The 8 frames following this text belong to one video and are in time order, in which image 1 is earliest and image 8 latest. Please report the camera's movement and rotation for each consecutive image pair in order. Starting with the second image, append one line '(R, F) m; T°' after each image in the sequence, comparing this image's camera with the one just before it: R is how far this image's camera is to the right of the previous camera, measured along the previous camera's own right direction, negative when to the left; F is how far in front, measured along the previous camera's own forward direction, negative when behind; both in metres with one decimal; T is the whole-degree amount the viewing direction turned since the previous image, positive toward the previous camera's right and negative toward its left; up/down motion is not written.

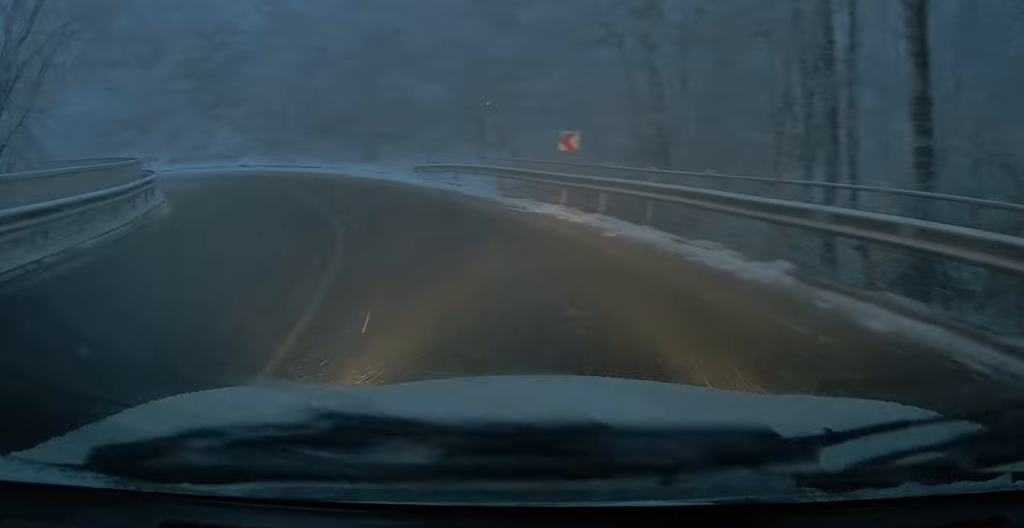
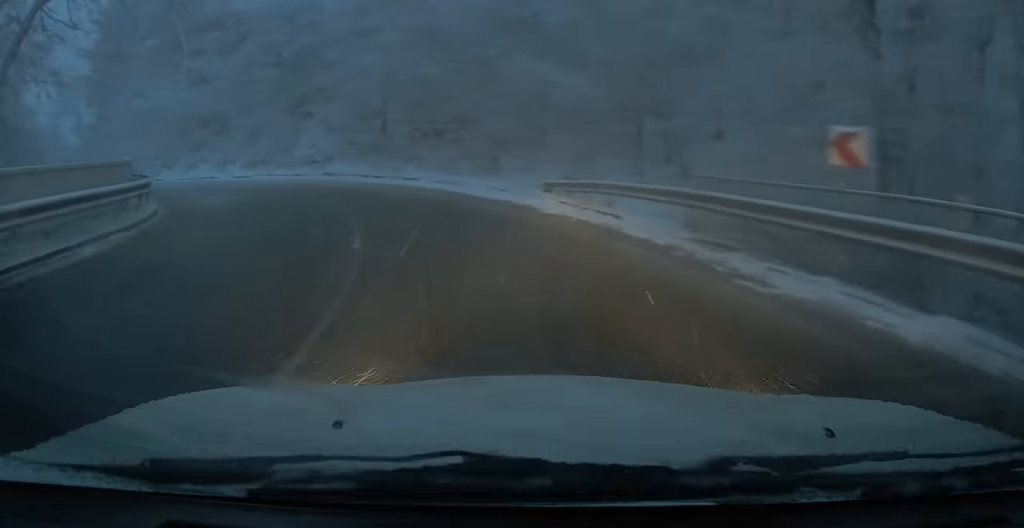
(-0.9, +7.5) m; -8°
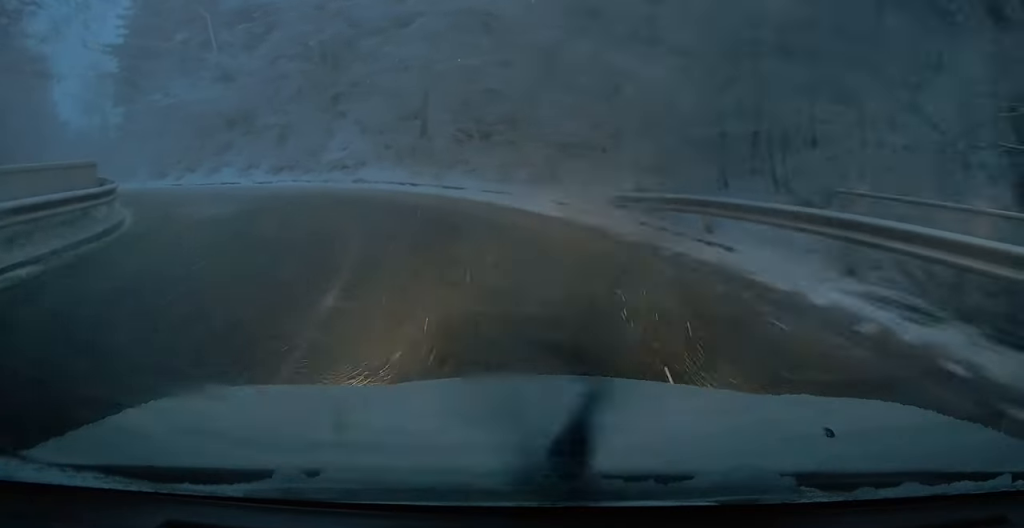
(0.0, +3.7) m; -3°
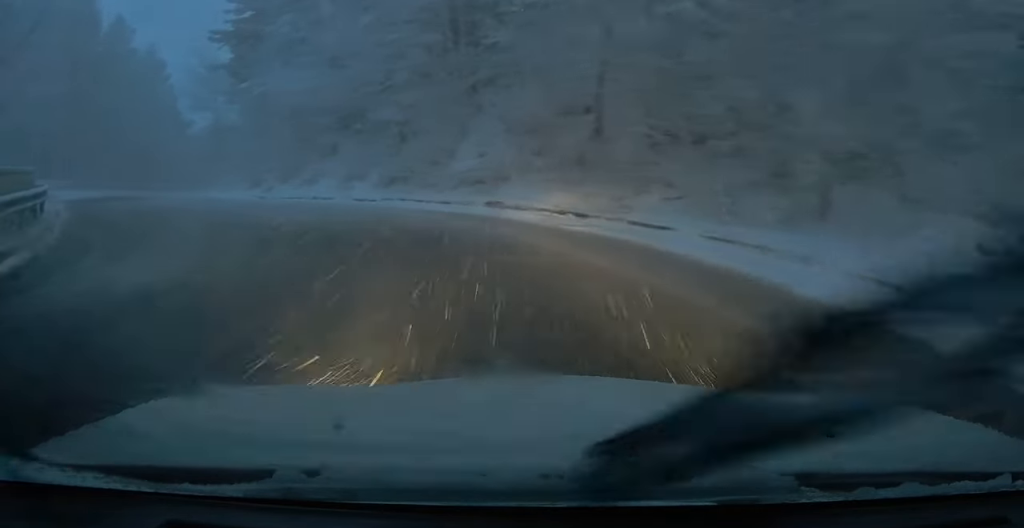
(-0.6, +8.7) m; -8°
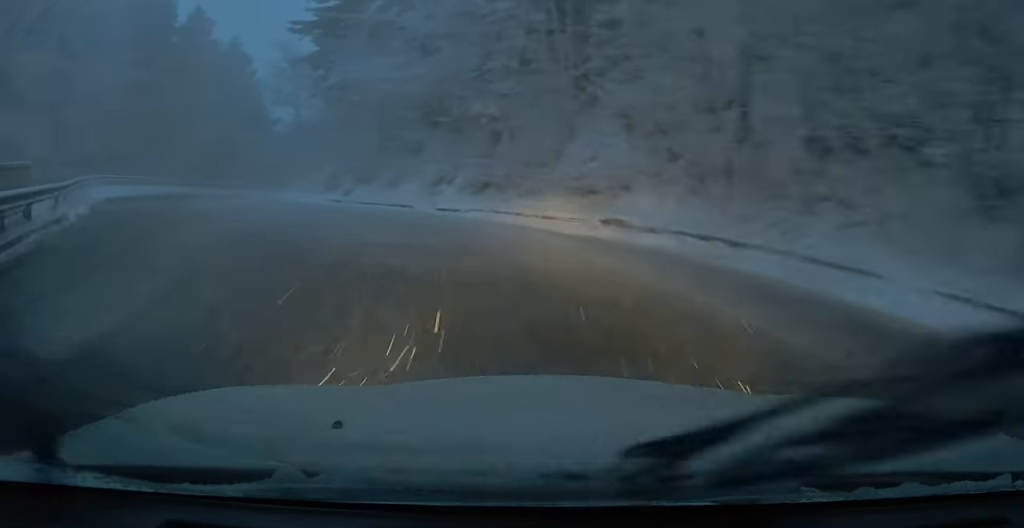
(-0.1, +3.5) m; -3°
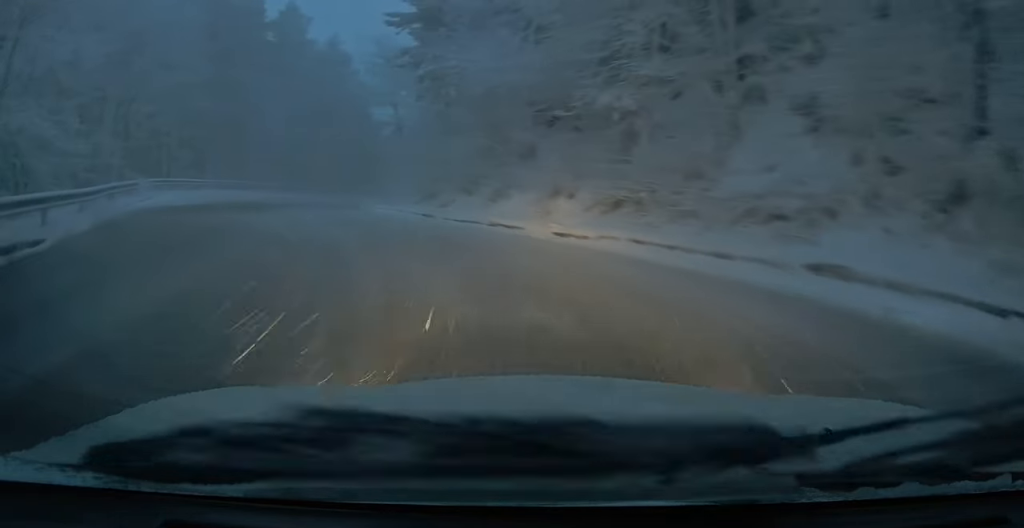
(-0.1, +4.3) m; -4°
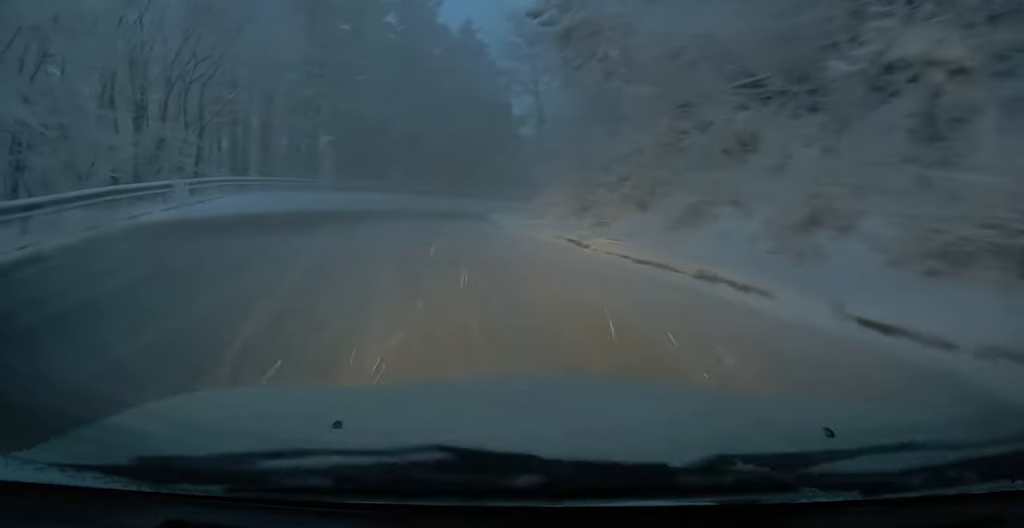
(-0.4, +6.6) m; -8°
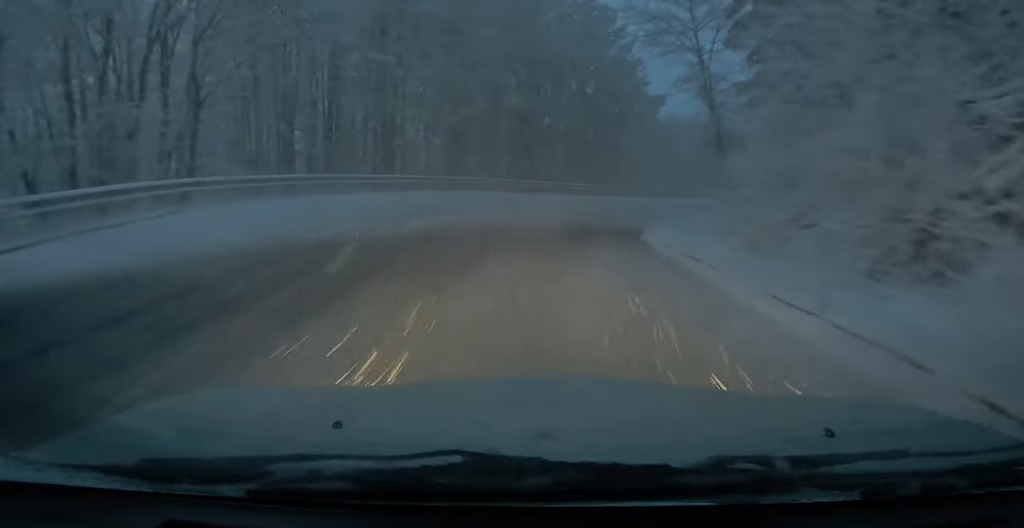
(-2.0, +9.6) m; -19°
